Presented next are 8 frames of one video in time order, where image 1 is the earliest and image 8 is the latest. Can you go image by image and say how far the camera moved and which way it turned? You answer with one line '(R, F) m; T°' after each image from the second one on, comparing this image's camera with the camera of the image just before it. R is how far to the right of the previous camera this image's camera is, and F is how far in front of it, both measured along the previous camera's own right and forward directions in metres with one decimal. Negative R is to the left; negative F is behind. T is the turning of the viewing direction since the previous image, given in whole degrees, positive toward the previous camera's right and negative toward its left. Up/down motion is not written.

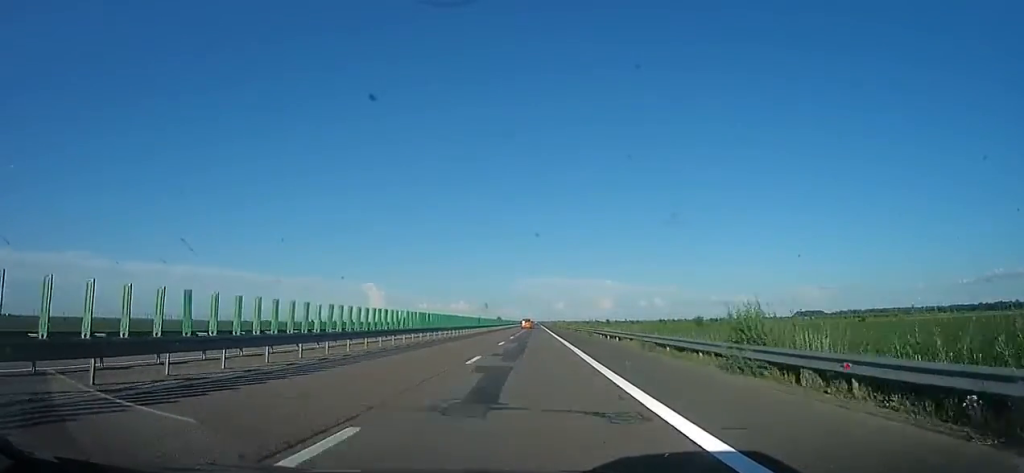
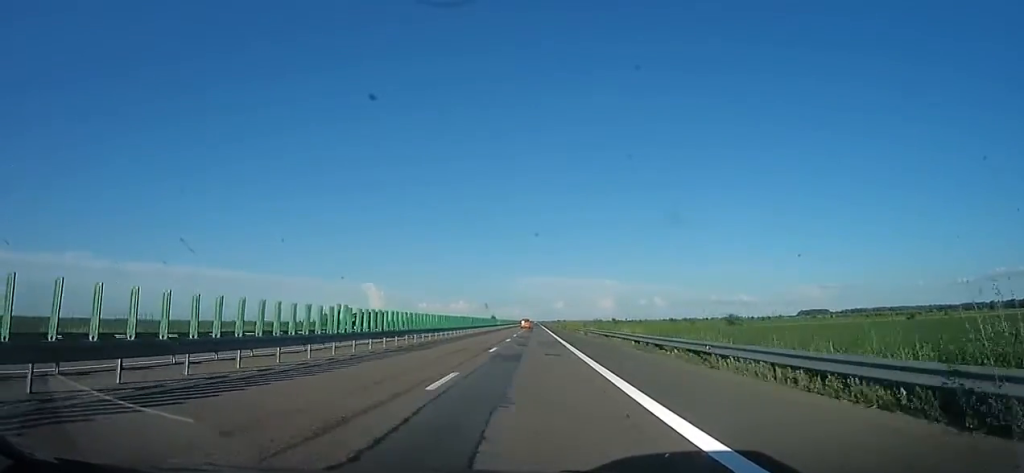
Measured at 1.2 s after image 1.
(0.0, +41.2) m; 0°
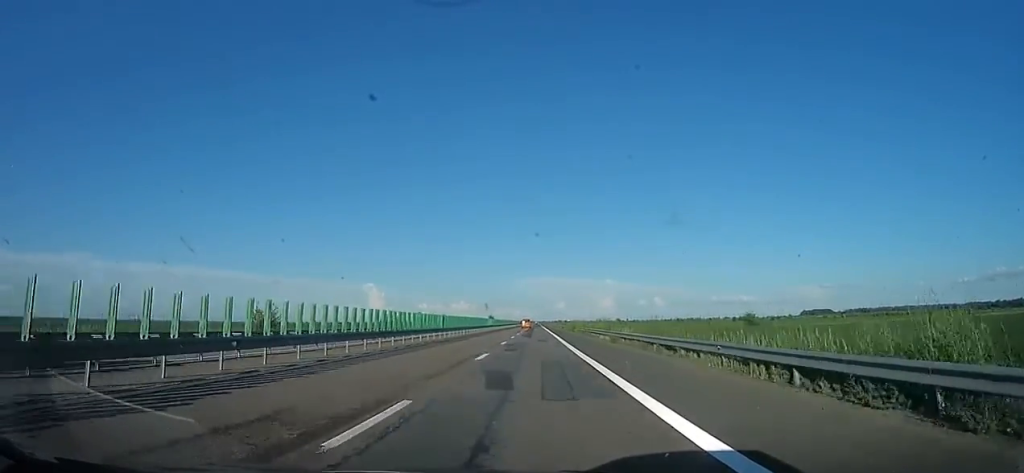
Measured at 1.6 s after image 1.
(0.0, +16.8) m; 0°
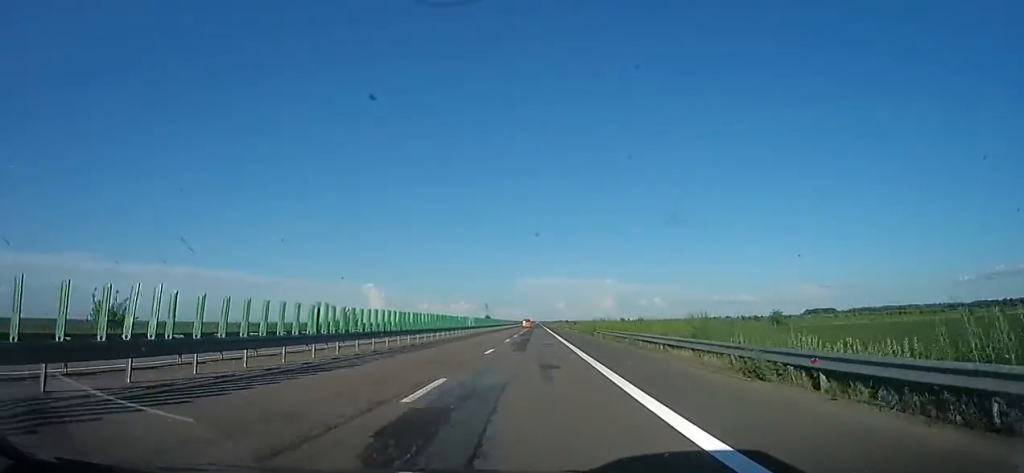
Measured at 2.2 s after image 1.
(0.0, +20.9) m; 0°
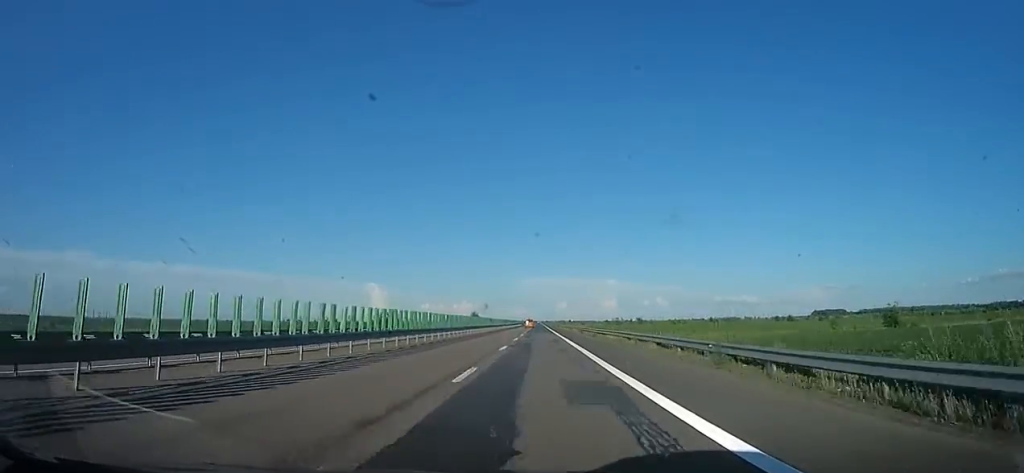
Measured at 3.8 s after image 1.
(0.0, +57.8) m; 0°
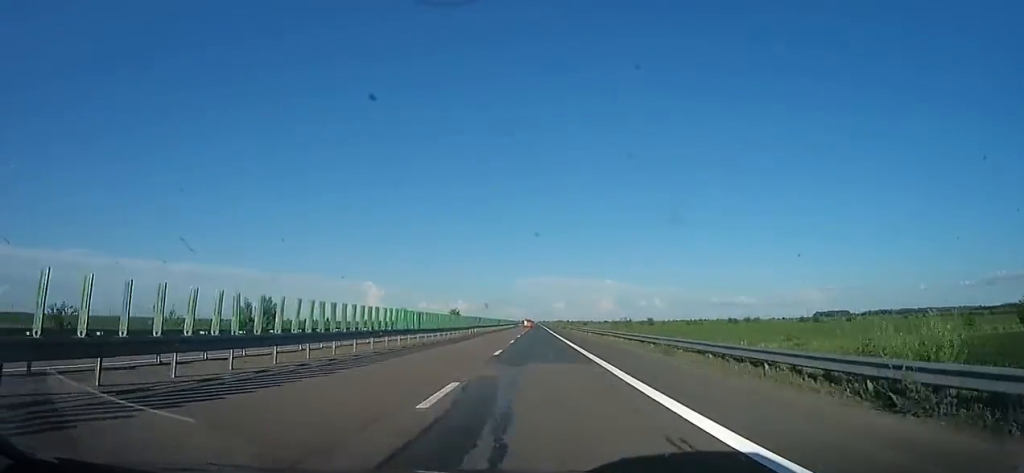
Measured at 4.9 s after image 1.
(0.0, +39.4) m; 0°
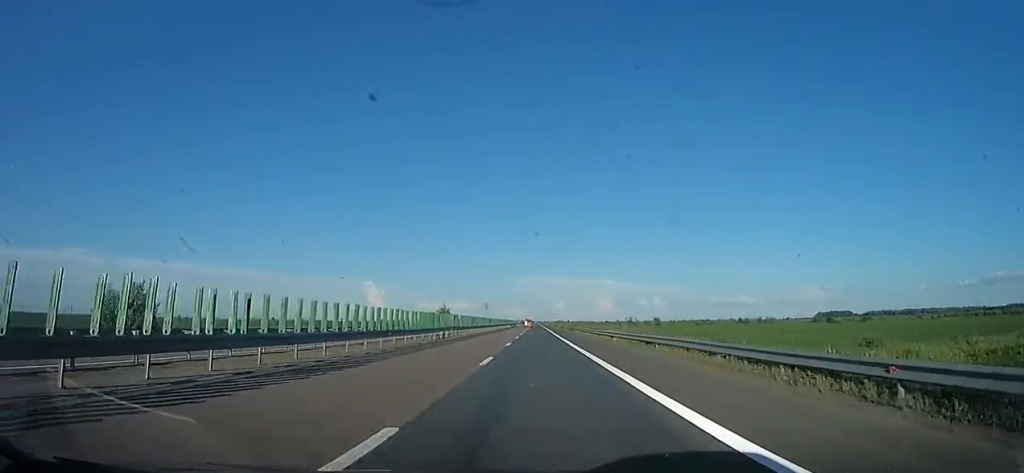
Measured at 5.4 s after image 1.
(0.0, +16.7) m; 0°
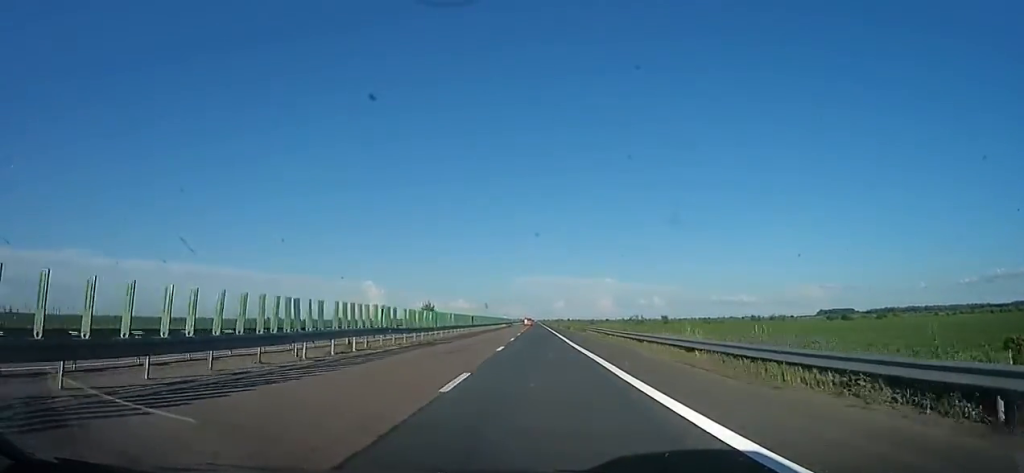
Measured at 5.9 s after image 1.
(0.0, +18.0) m; 0°
